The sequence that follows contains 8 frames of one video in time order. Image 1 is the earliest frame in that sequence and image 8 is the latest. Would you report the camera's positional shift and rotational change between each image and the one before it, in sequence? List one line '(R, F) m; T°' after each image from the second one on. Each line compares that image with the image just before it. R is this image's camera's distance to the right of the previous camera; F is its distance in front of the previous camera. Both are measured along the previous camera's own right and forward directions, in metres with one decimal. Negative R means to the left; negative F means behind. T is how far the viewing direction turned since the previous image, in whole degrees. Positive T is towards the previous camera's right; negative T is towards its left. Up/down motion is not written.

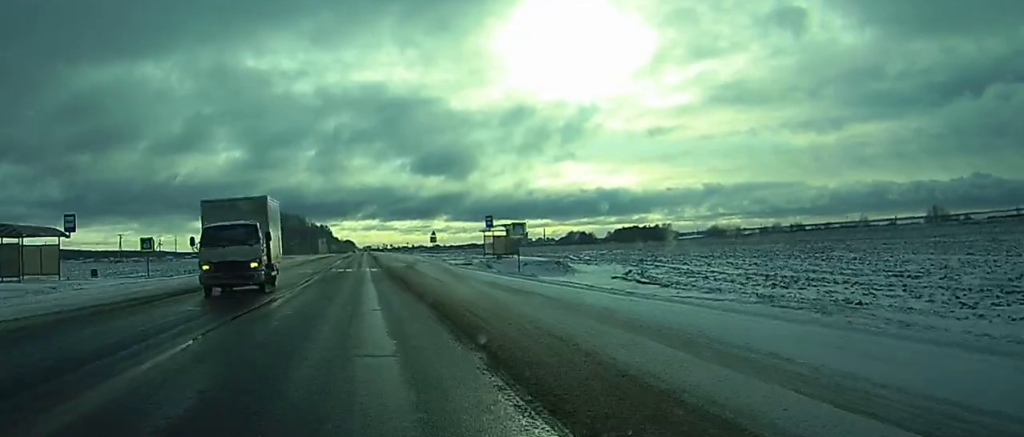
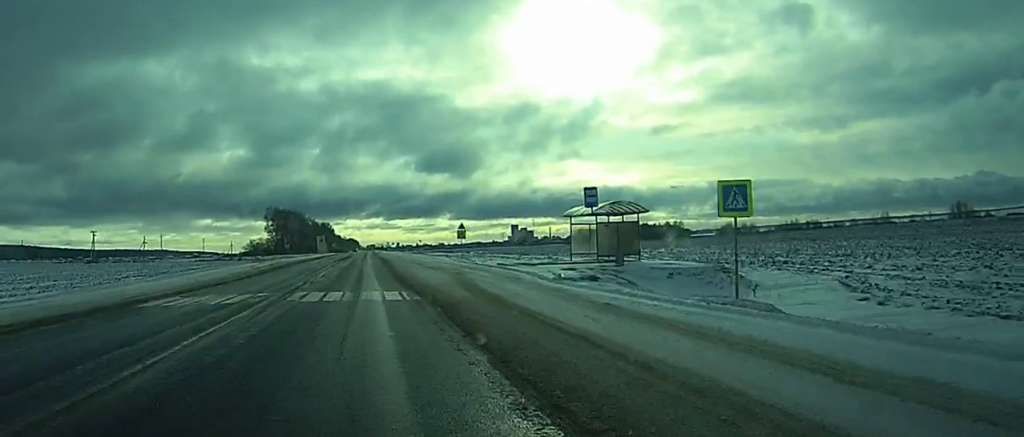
(+0.9, +30.9) m; 0°
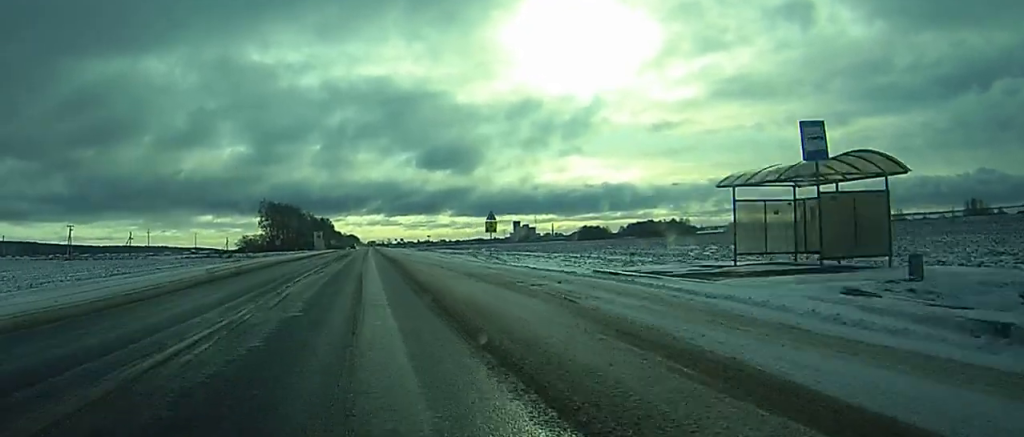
(-0.3, +20.3) m; -2°
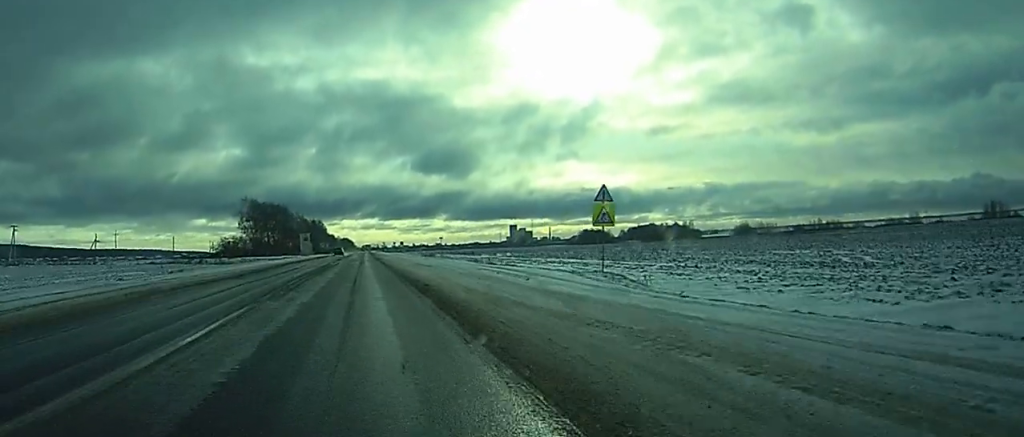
(-1.1, +33.8) m; 0°
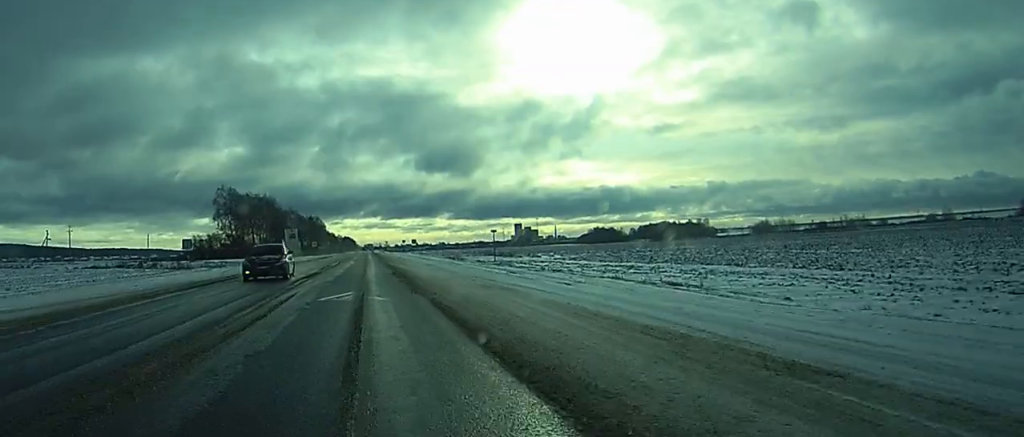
(+0.8, +44.4) m; +1°
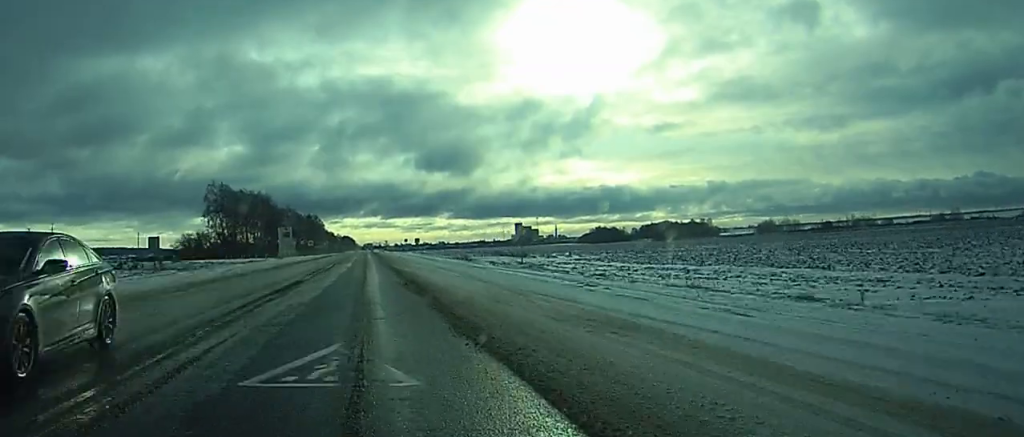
(0.0, +12.4) m; 0°
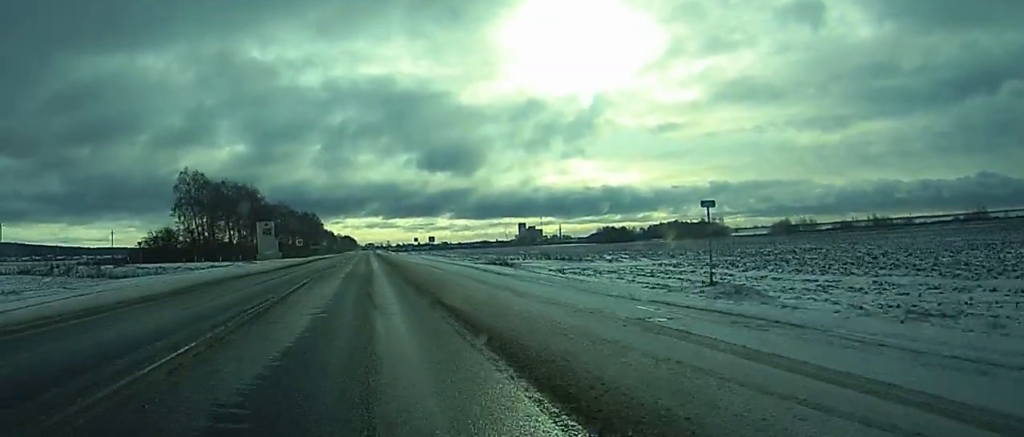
(0.0, +31.9) m; 0°
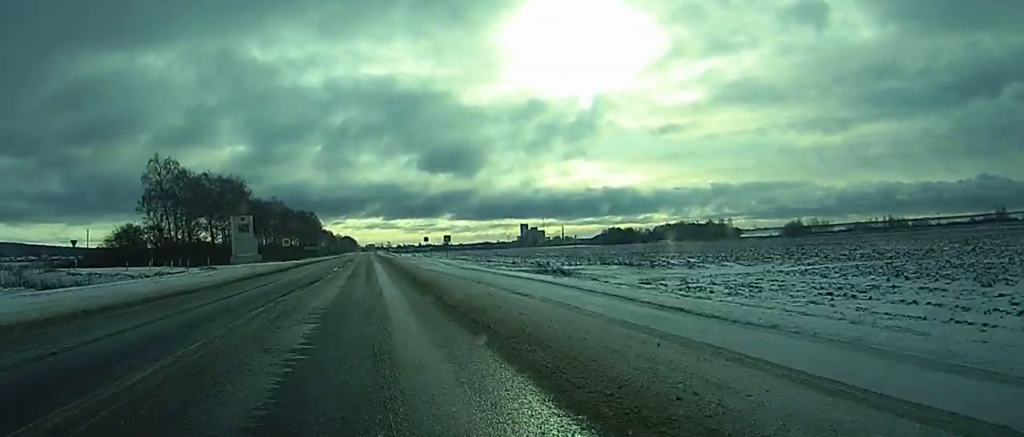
(0.0, +23.9) m; 0°
